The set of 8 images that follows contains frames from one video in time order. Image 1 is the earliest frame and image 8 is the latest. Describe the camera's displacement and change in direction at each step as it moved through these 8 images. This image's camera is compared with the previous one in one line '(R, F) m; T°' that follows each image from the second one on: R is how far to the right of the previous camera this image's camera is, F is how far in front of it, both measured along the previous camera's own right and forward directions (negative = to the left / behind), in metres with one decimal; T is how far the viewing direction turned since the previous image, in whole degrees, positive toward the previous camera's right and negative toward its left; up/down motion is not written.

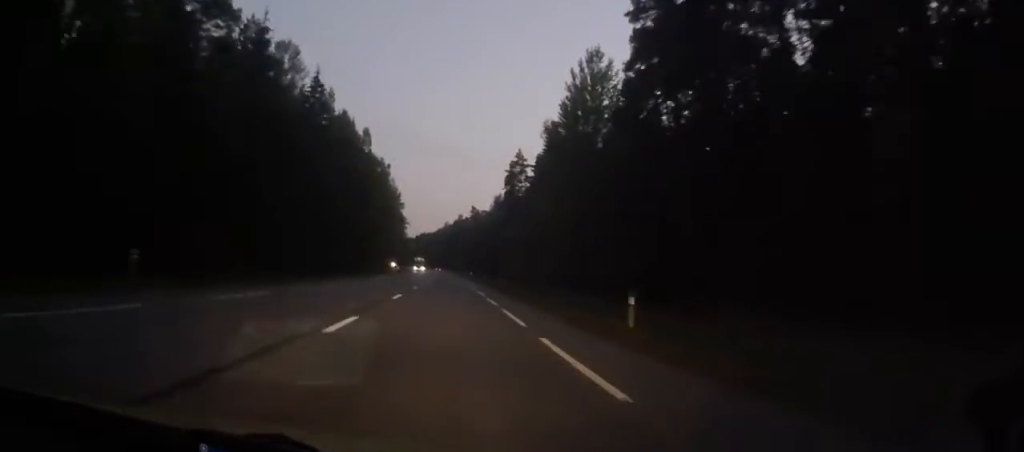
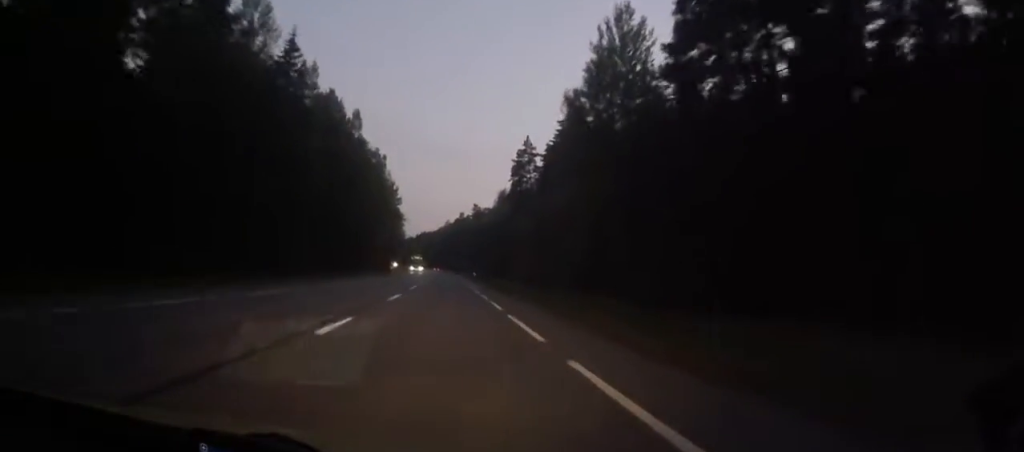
(0.0, +12.3) m; 0°
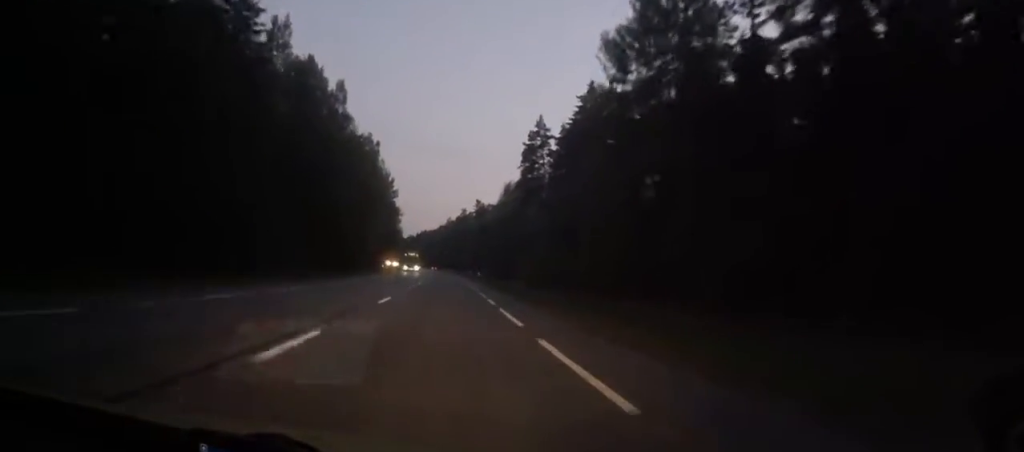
(0.0, +15.1) m; 0°
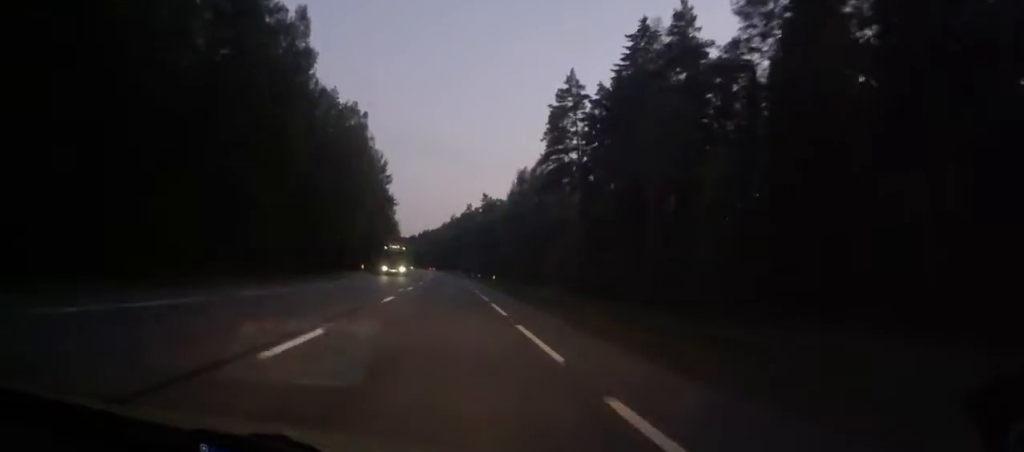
(0.0, +23.6) m; 0°
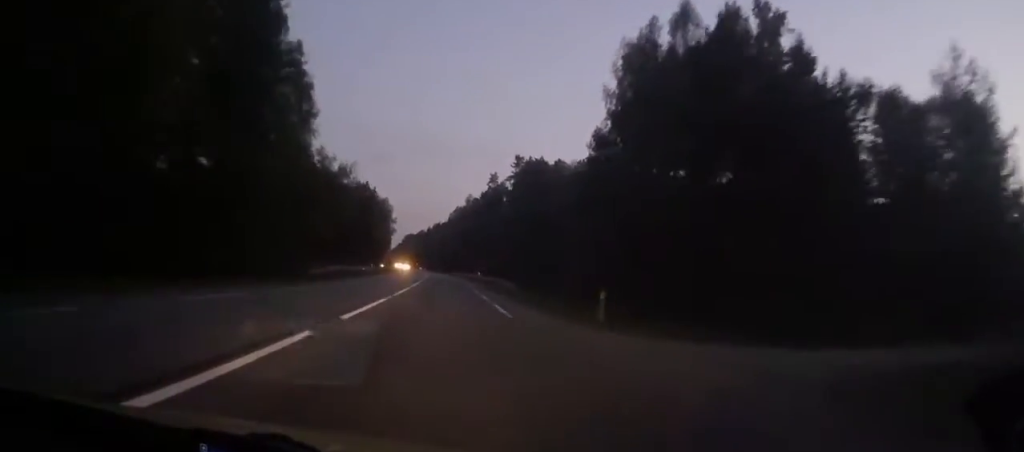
(-0.9, +84.1) m; -1°
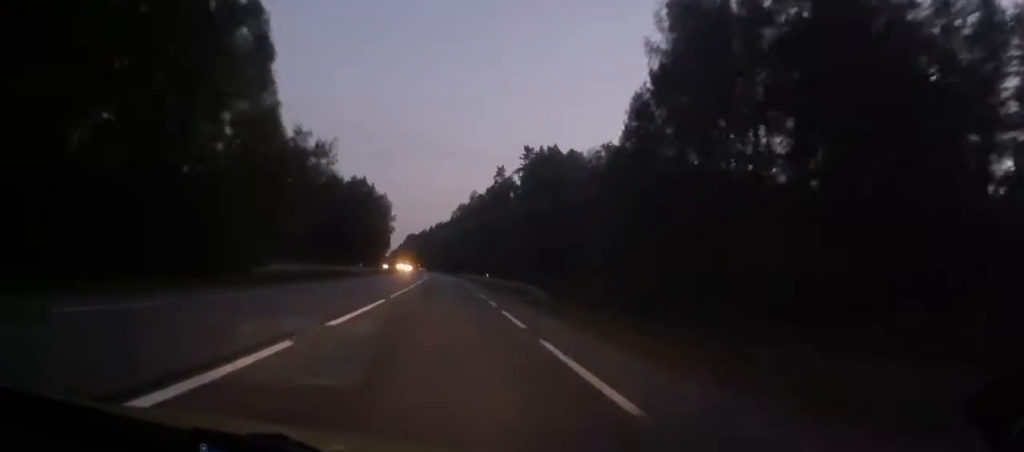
(0.0, +13.1) m; 0°
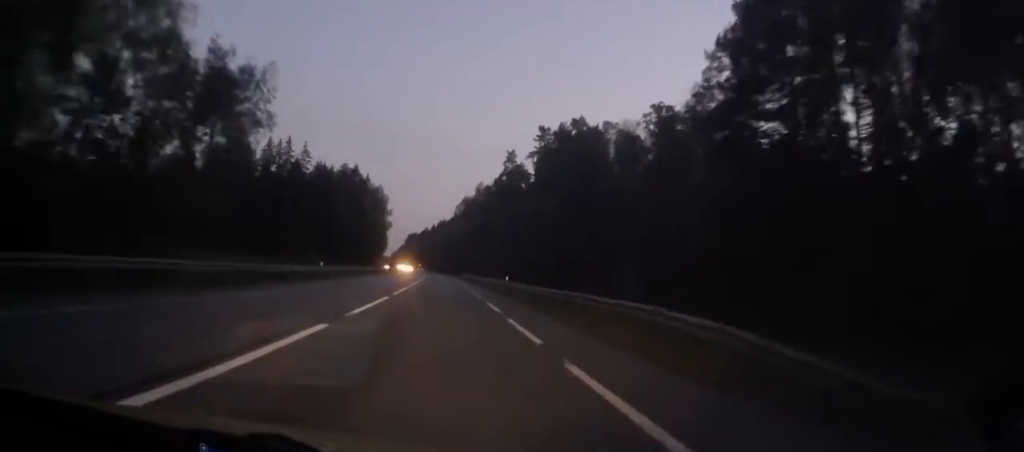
(0.0, +20.7) m; 0°
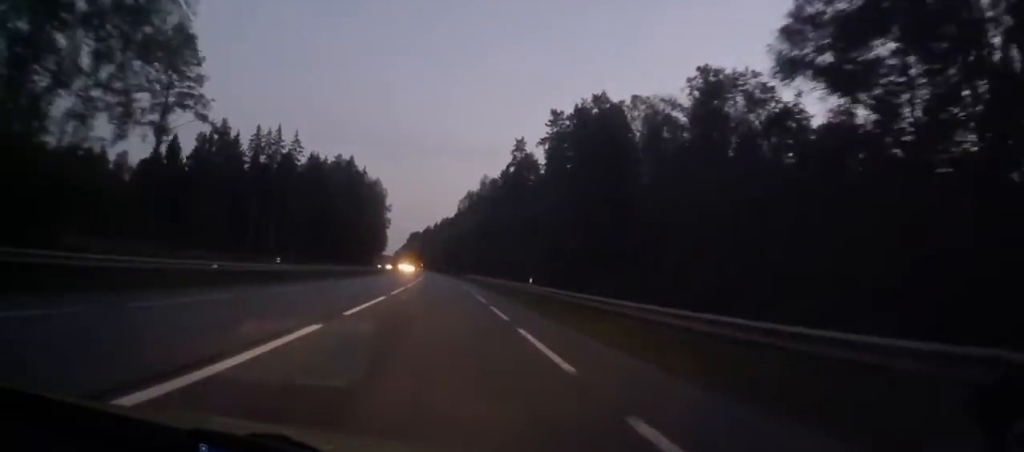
(-0.1, +12.2) m; 0°
